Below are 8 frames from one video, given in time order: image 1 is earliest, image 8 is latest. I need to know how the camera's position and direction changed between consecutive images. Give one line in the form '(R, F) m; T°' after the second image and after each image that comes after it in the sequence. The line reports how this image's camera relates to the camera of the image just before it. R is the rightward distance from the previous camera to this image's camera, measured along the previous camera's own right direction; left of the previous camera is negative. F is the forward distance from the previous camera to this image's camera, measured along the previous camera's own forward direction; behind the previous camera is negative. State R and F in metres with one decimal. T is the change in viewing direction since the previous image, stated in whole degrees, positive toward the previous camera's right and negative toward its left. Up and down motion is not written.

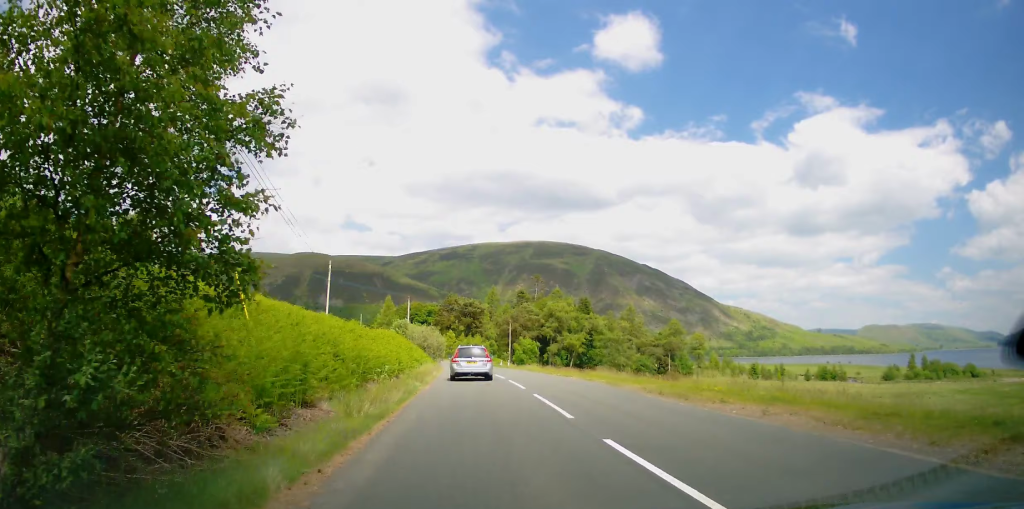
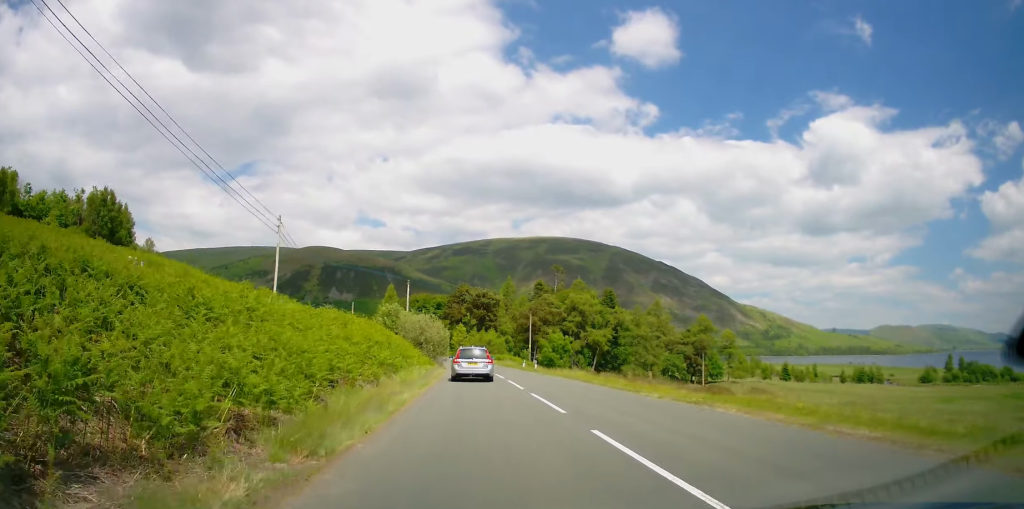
(-0.3, +17.2) m; -1°
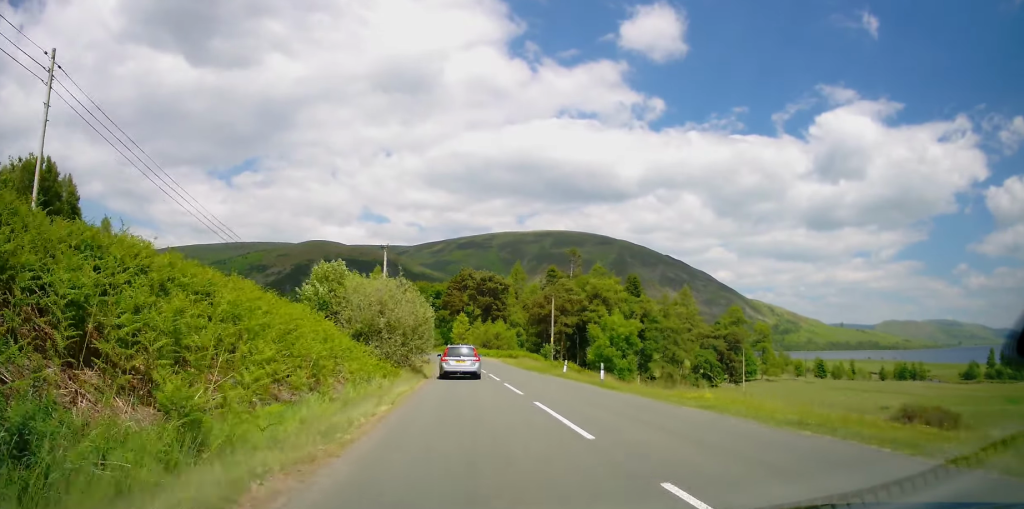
(-0.1, +22.5) m; 0°
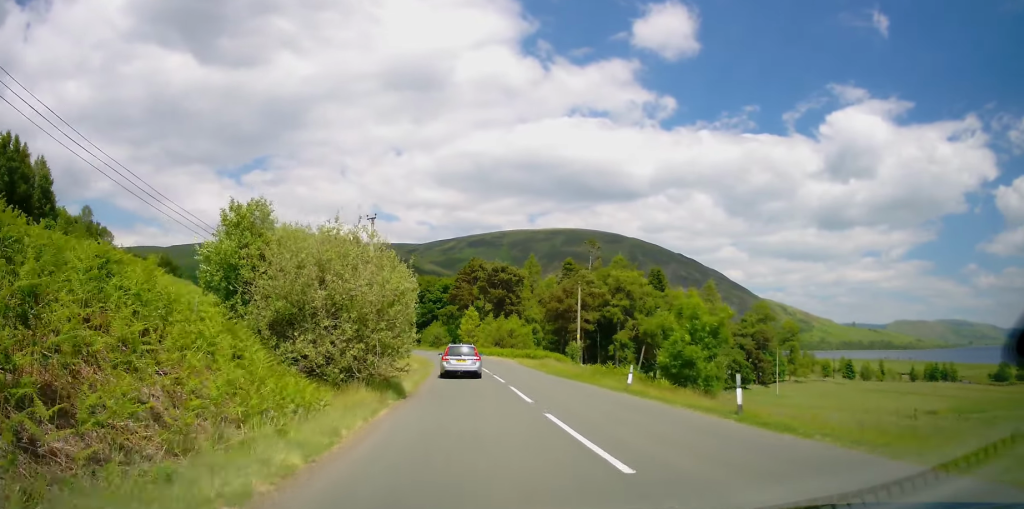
(-0.1, +11.6) m; 0°
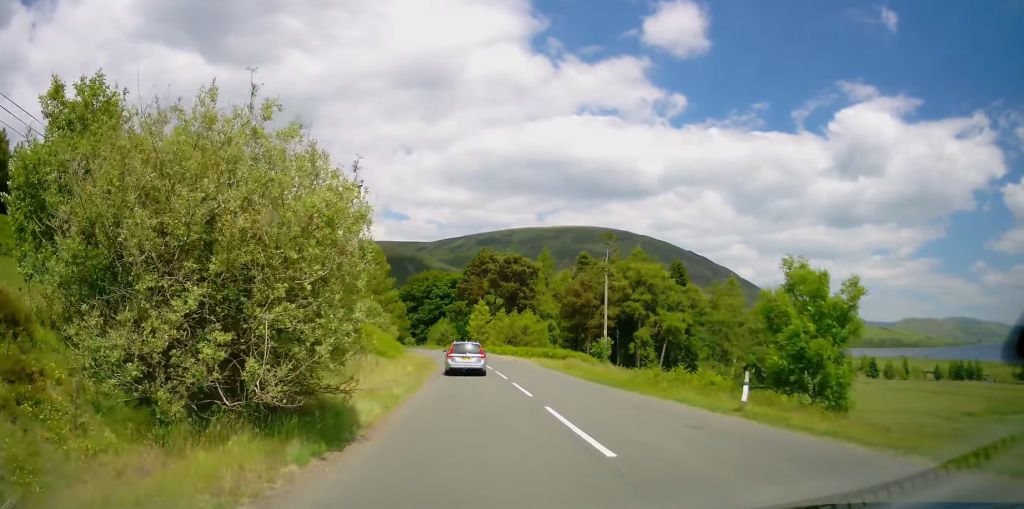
(0.0, +8.3) m; -1°
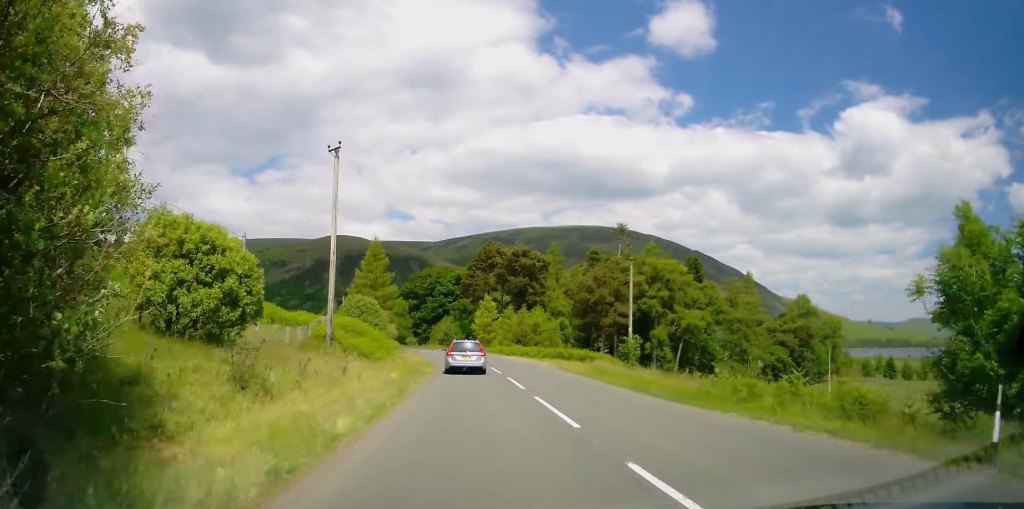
(+0.1, +6.8) m; -1°
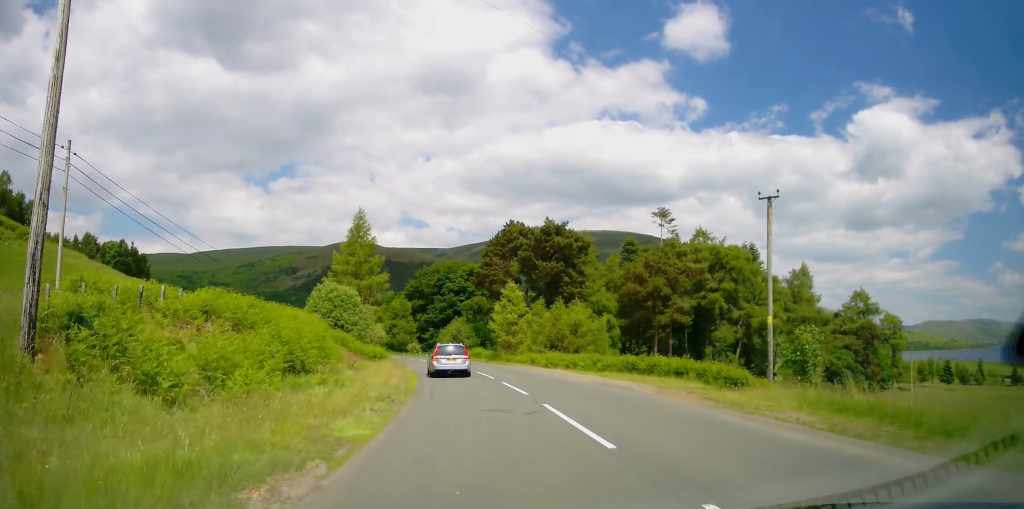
(-0.7, +20.7) m; -3°
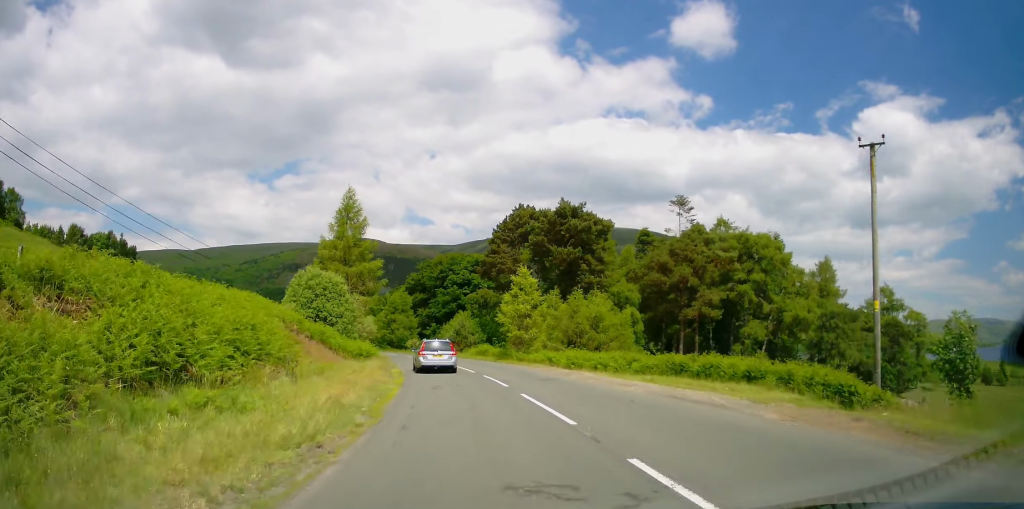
(-0.1, +7.5) m; -1°
